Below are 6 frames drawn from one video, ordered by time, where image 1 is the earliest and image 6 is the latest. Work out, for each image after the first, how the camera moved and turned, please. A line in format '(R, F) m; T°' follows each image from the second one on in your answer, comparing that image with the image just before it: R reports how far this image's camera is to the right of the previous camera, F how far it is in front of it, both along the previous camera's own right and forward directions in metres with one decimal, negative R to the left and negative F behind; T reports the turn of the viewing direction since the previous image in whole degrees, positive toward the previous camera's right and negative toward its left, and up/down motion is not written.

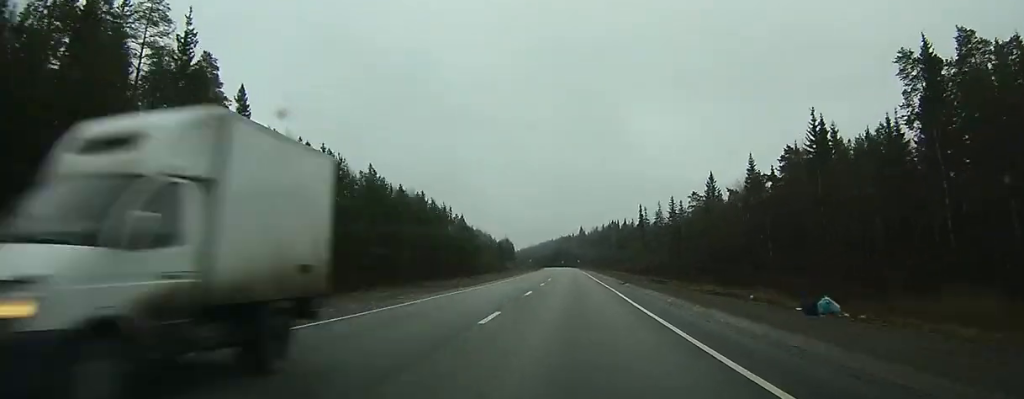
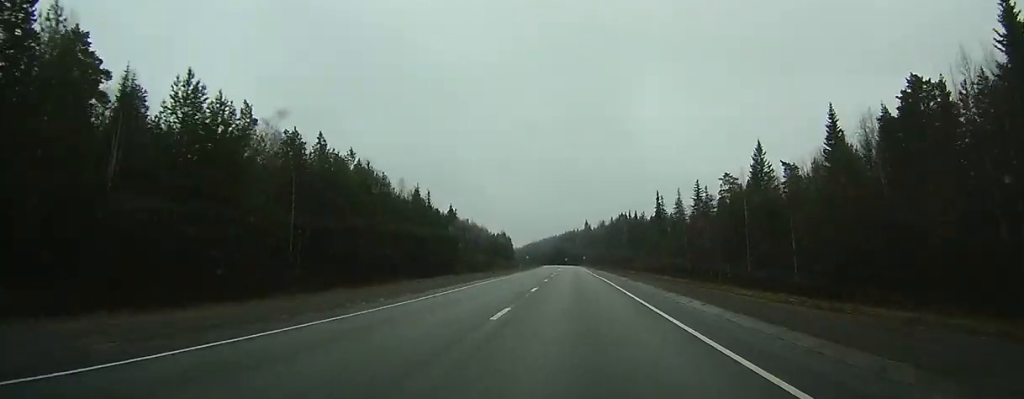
(-0.1, +36.8) m; 0°
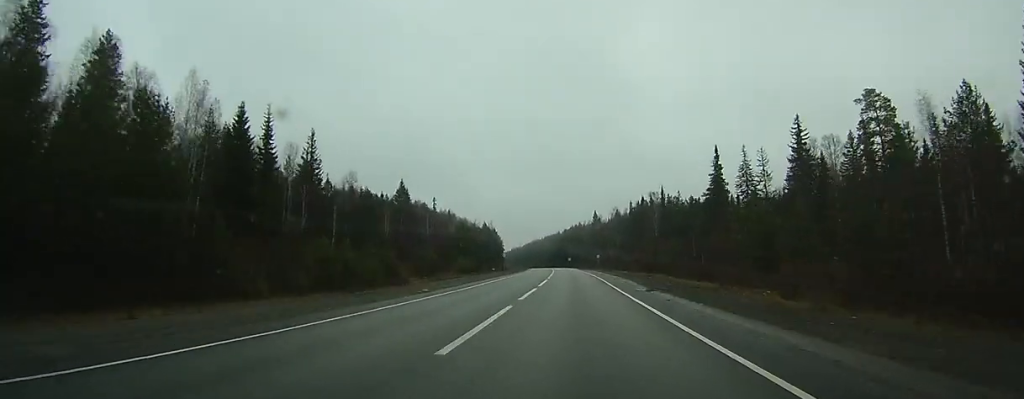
(-0.5, +76.5) m; -1°
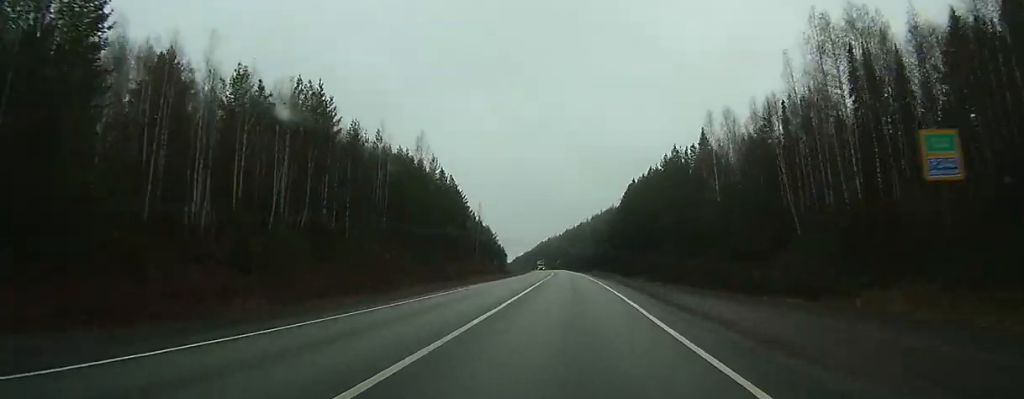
(-6.3, +193.3) m; -4°
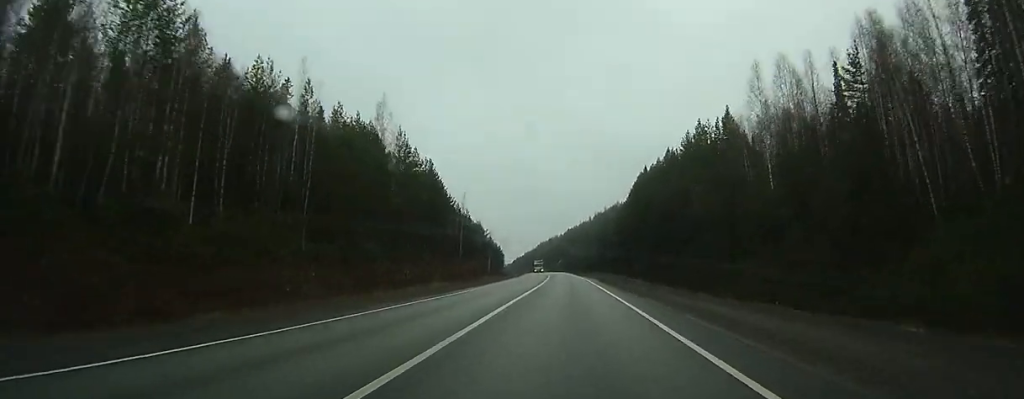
(-0.1, +21.5) m; 0°
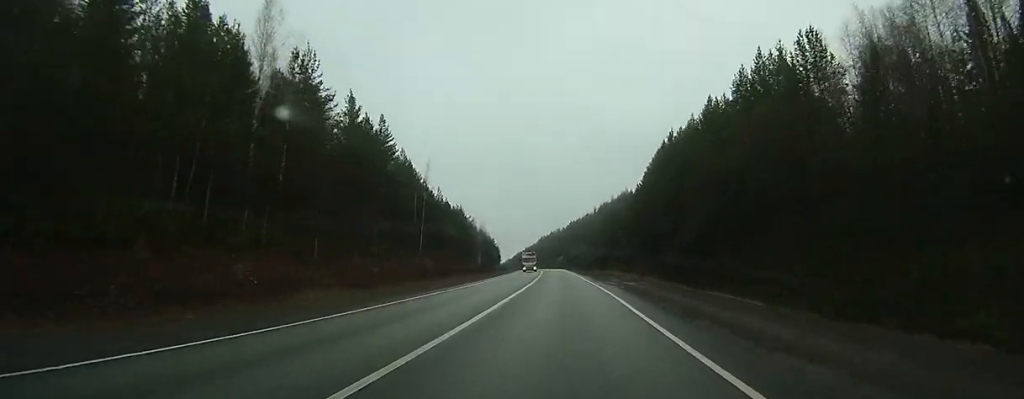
(-0.2, +31.4) m; -1°
